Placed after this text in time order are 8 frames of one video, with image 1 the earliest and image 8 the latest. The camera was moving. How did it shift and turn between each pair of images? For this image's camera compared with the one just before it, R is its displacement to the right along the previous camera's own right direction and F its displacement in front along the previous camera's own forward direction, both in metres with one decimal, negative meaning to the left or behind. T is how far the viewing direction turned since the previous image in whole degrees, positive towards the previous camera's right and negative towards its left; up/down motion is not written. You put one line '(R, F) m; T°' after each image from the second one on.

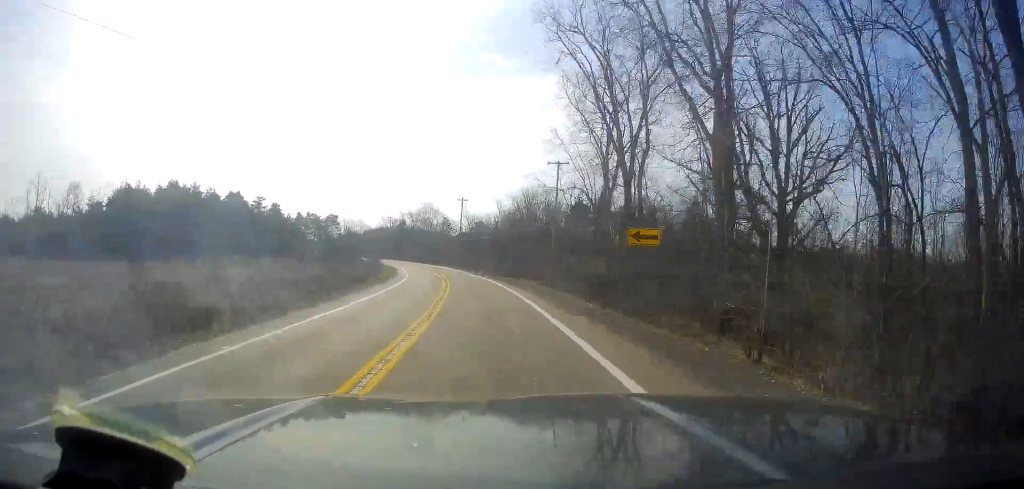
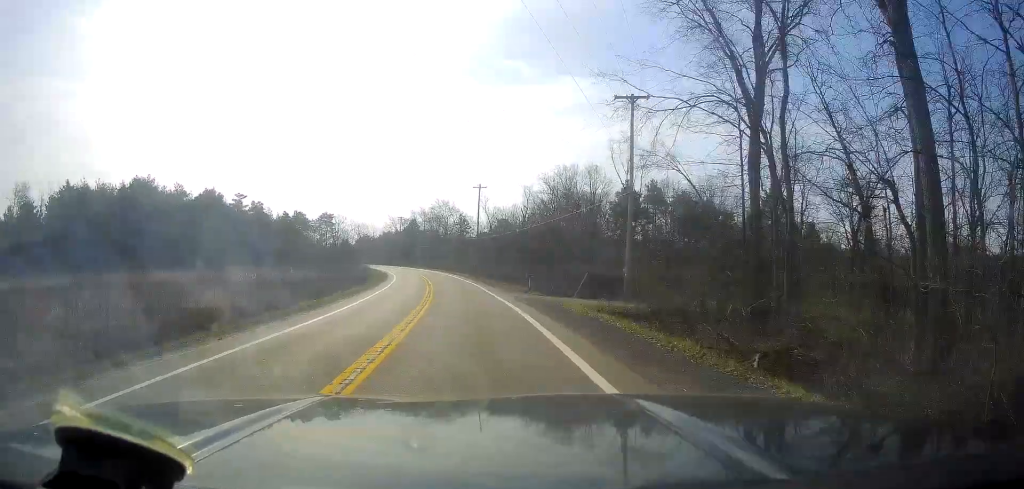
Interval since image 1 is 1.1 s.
(-0.2, +28.9) m; -2°
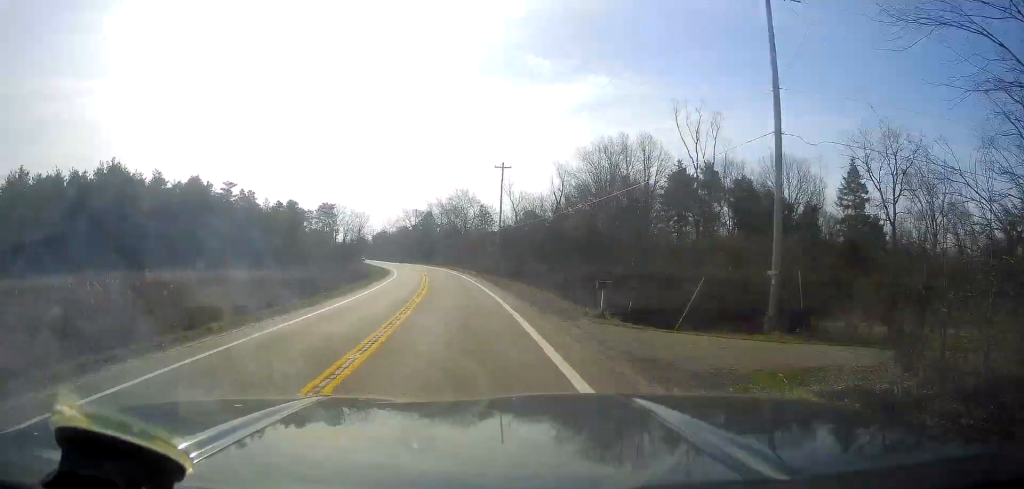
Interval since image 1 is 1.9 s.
(-0.5, +18.9) m; -2°
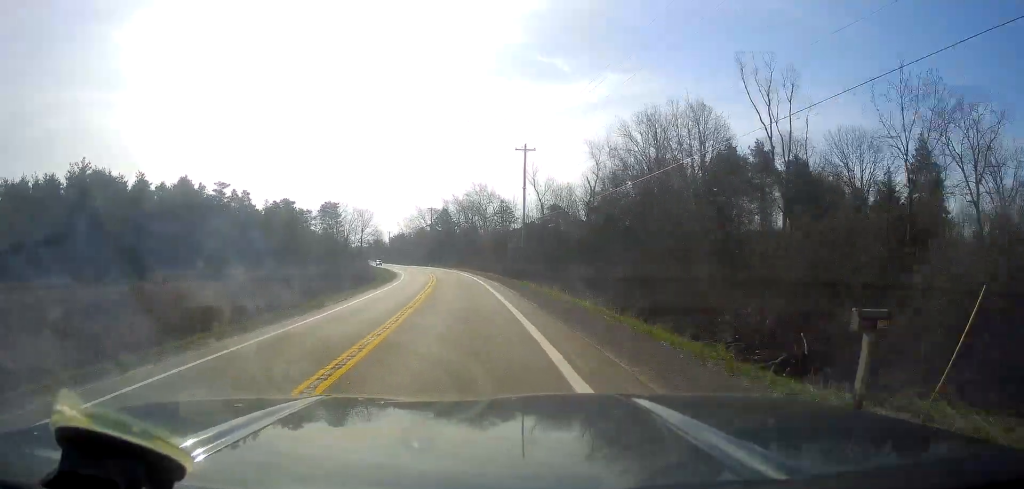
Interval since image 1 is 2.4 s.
(-0.2, +12.9) m; -1°
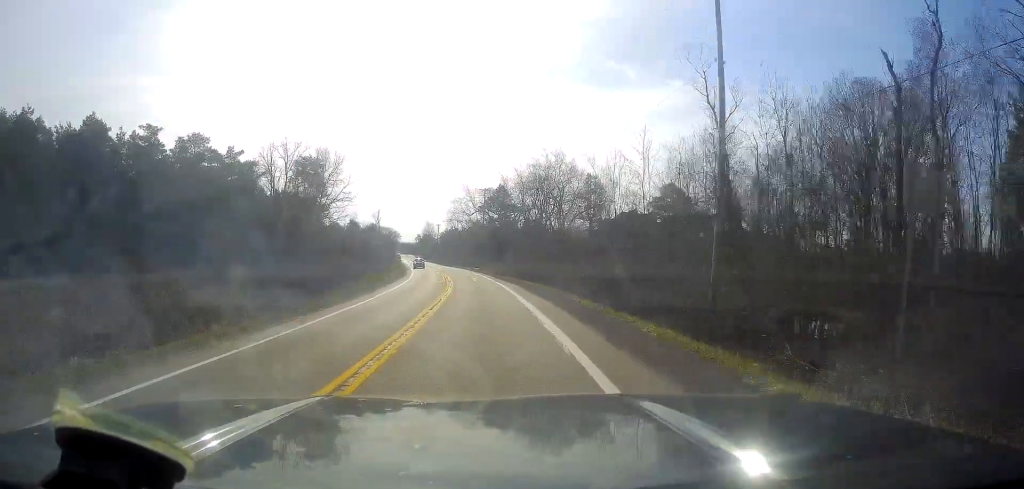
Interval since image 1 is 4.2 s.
(-2.0, +46.6) m; -6°
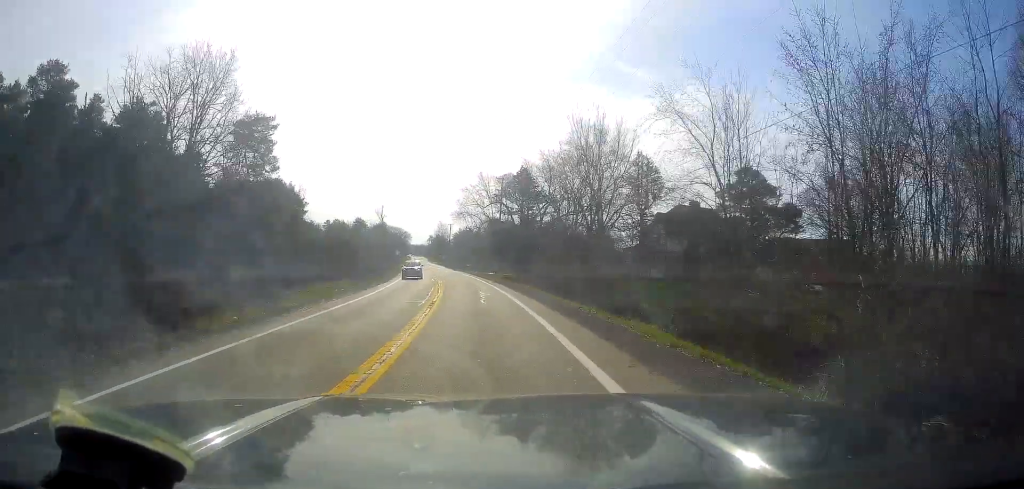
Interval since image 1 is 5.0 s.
(-0.9, +21.9) m; -3°
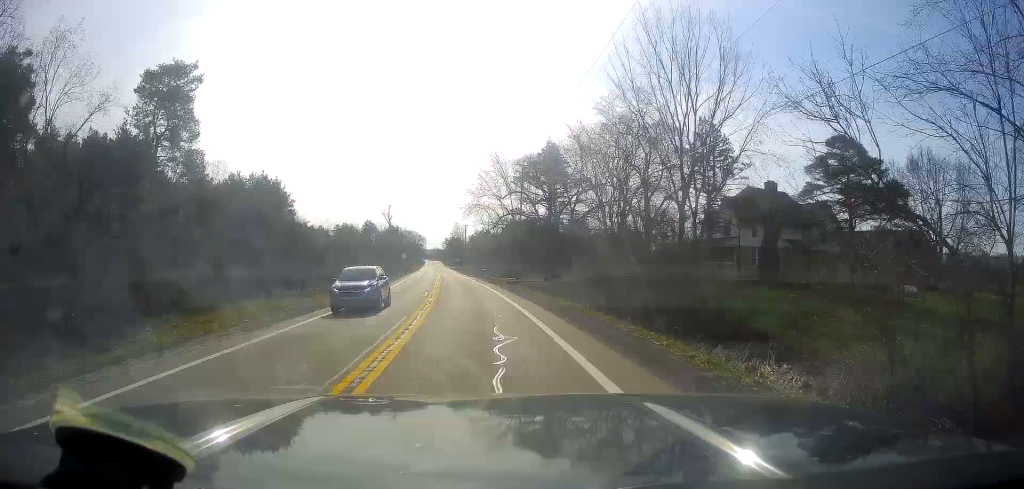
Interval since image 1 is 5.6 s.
(-0.2, +16.7) m; -2°
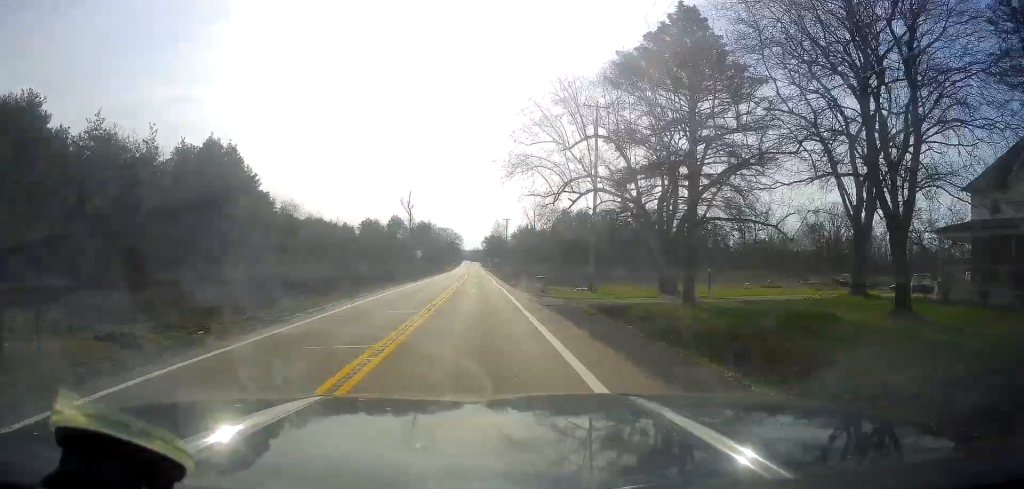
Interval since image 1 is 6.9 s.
(-1.6, +33.6) m; -3°
